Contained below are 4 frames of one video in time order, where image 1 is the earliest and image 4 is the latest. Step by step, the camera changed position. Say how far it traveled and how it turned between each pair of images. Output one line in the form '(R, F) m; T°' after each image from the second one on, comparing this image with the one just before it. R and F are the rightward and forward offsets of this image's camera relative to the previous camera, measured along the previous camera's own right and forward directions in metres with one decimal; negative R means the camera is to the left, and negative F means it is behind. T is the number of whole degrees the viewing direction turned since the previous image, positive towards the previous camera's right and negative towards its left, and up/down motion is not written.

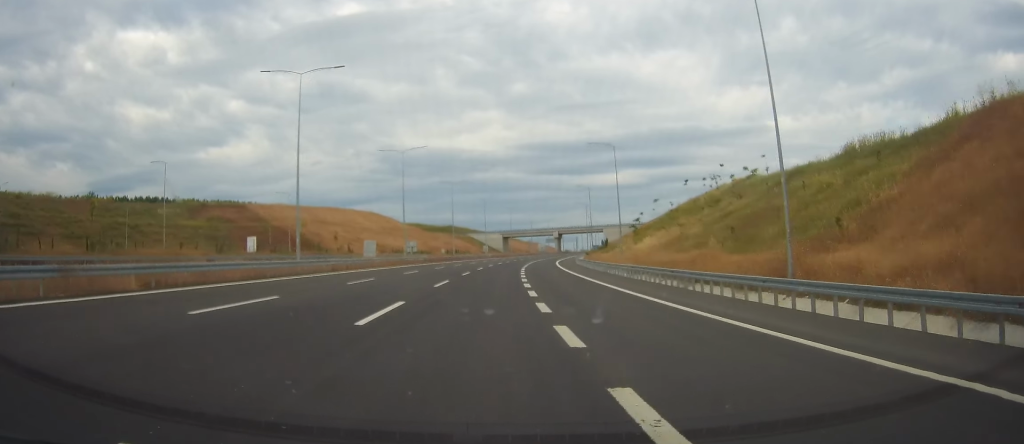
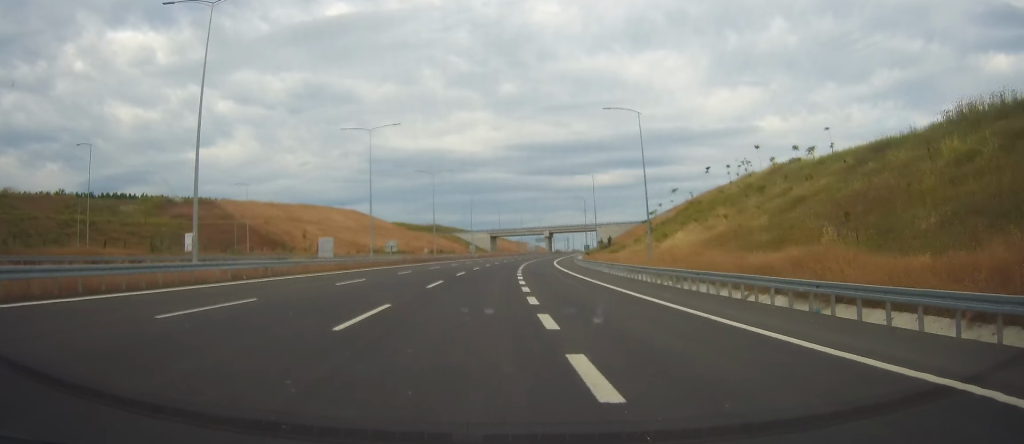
(+0.1, +16.4) m; +1°
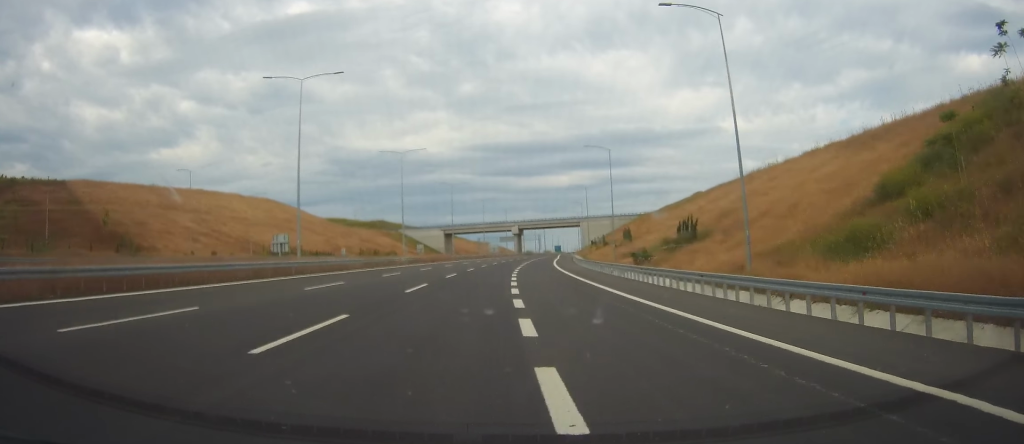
(+3.1, +62.6) m; +5°
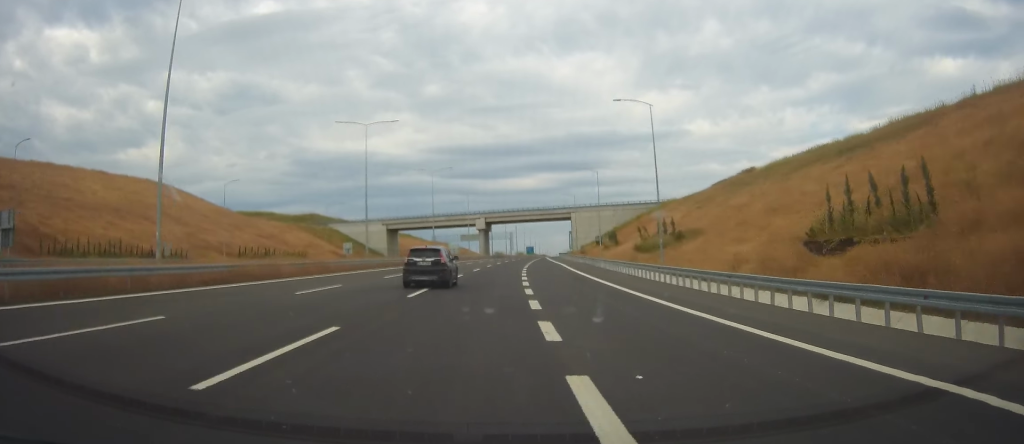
(+1.2, +62.9) m; +2°
